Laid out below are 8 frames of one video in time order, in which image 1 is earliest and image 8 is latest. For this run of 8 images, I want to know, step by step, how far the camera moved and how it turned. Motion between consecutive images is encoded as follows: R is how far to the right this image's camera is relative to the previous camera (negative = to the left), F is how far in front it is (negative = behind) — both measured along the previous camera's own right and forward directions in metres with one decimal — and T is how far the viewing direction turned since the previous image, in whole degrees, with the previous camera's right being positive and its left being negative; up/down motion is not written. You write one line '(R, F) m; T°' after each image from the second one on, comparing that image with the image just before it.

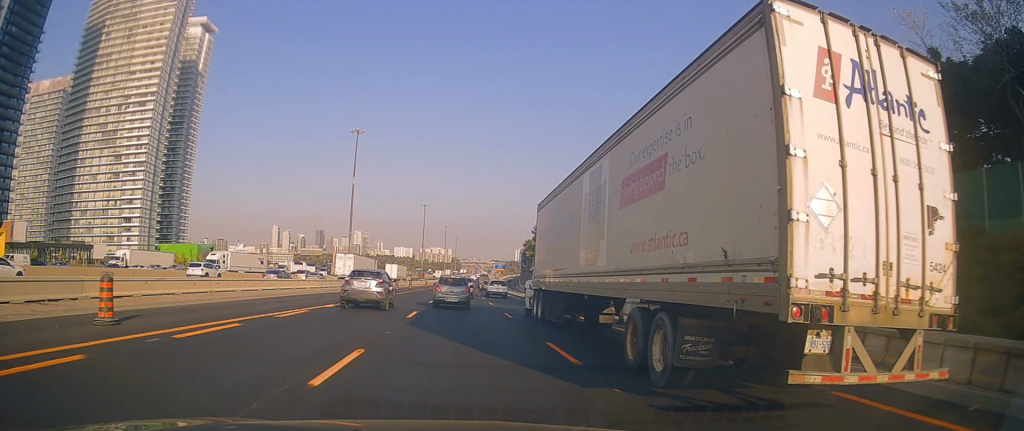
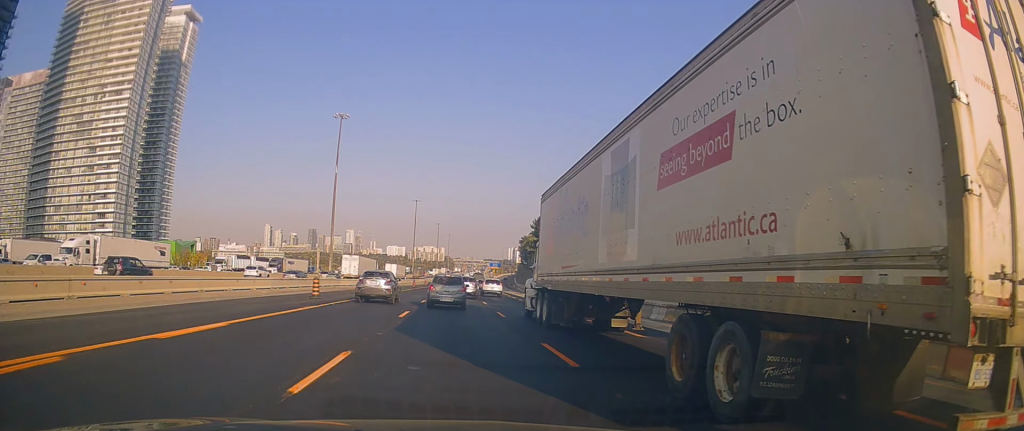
(+0.6, +12.3) m; +6°
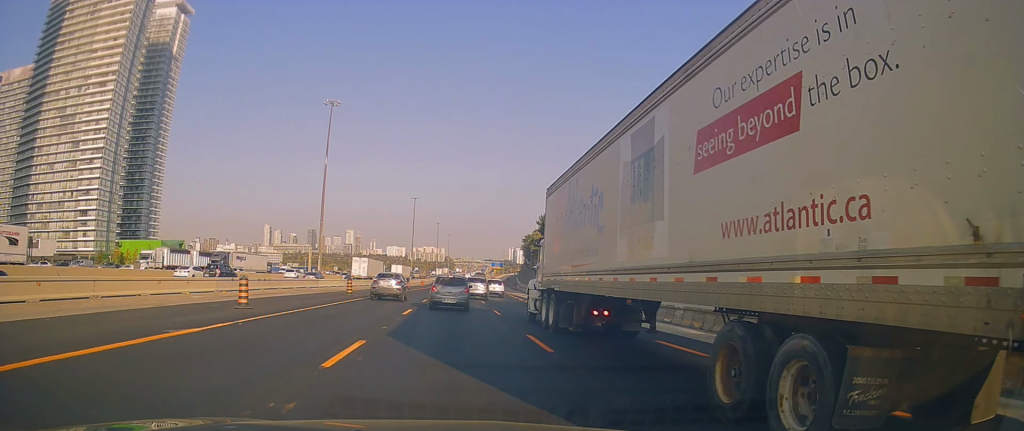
(+0.4, +10.3) m; -1°
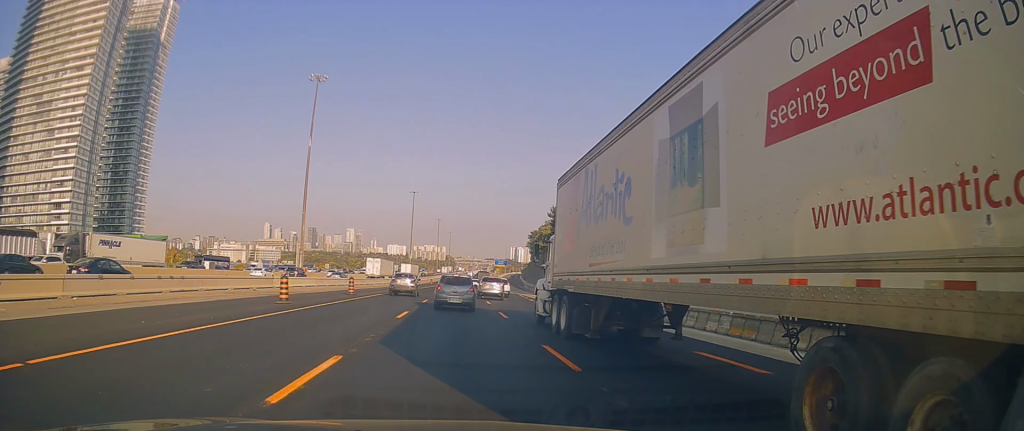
(-1.4, +14.4) m; -5°
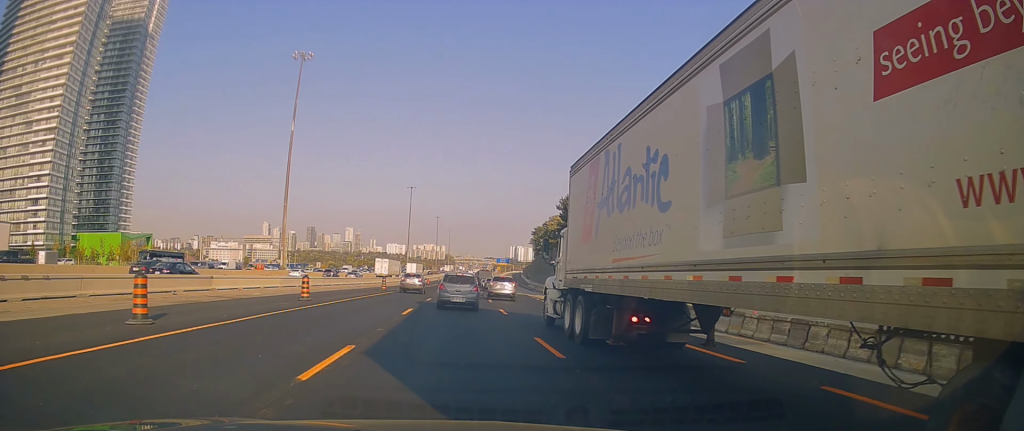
(+0.4, +10.9) m; +7°
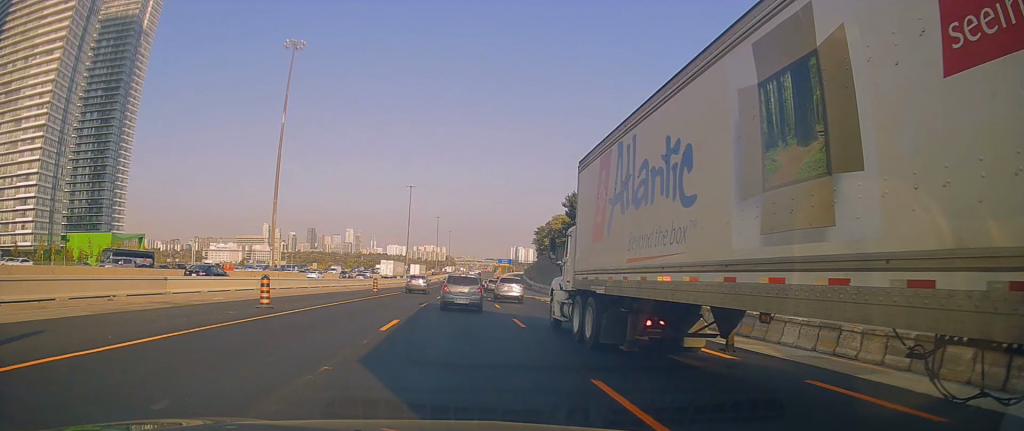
(+0.3, +5.5) m; 0°
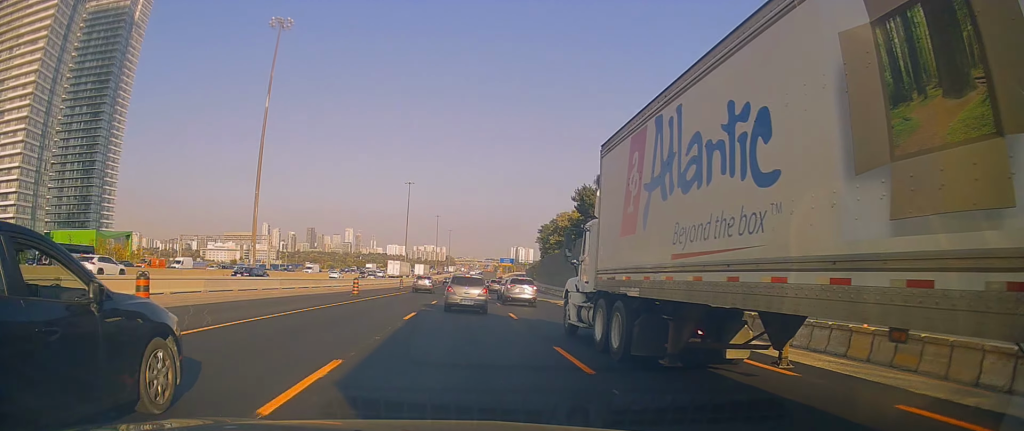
(-0.1, +8.2) m; -2°
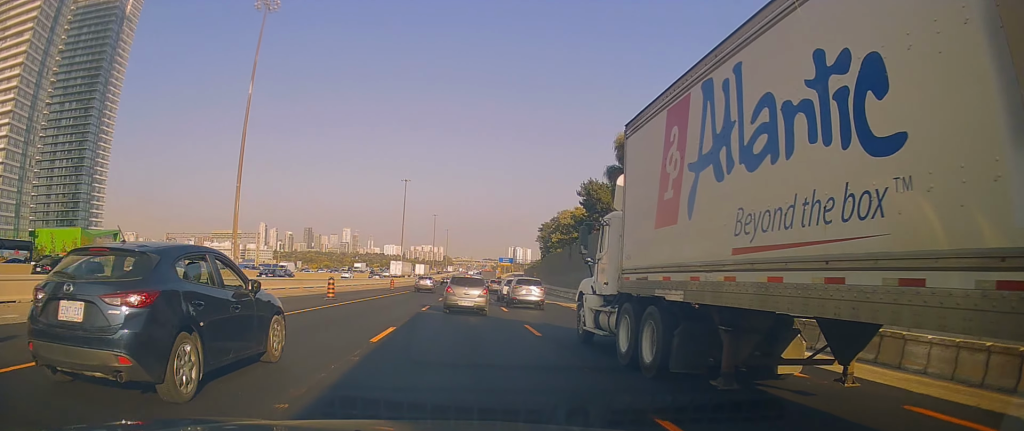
(-0.2, +6.1) m; -2°
